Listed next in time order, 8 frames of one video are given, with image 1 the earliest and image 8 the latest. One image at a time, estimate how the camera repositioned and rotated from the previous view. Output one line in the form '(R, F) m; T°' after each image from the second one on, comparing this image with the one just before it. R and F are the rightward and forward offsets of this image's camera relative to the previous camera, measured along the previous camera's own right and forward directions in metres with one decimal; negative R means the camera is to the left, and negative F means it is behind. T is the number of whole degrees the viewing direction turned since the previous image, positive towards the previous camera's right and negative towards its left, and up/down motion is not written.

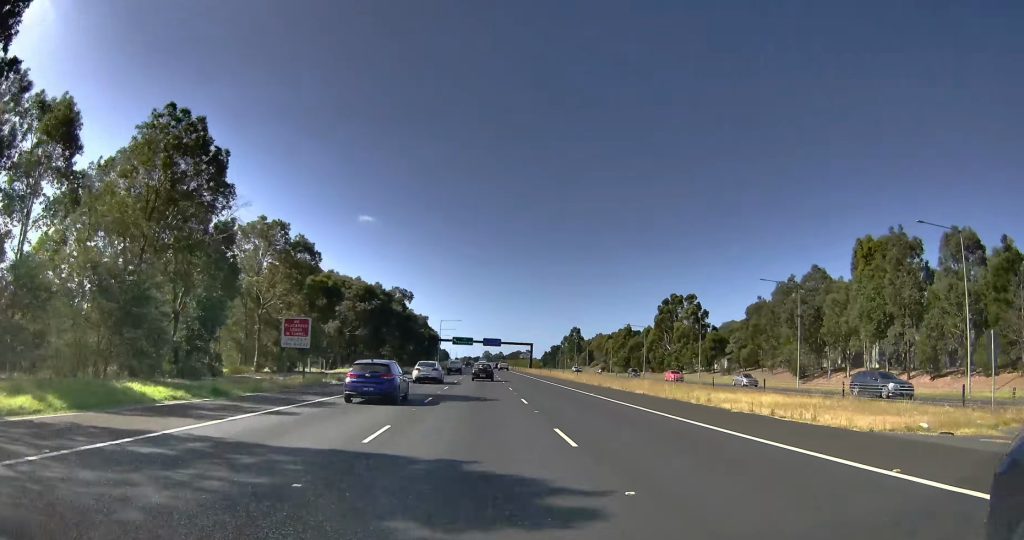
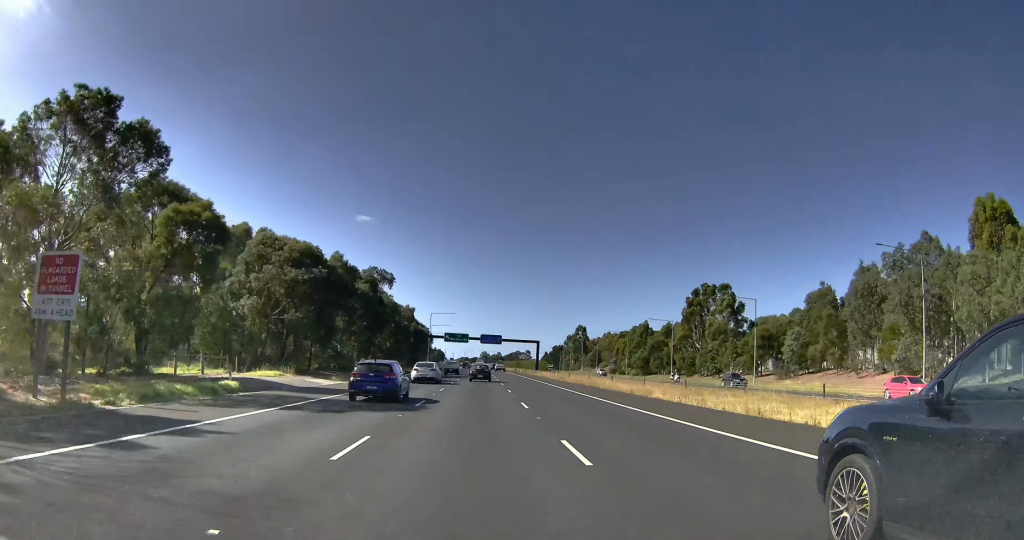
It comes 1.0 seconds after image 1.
(0.0, +24.7) m; 0°
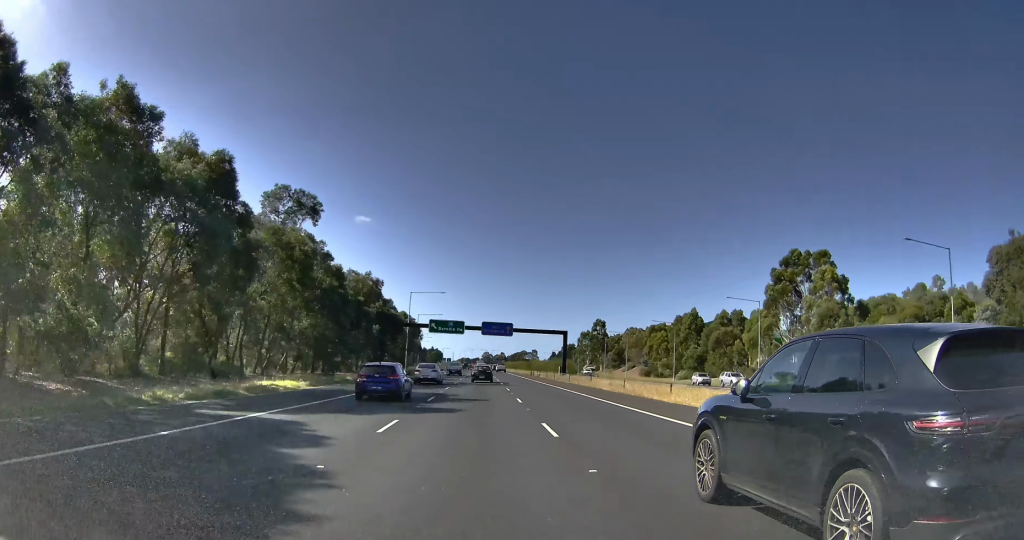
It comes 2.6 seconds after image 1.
(-0.3, +38.2) m; -1°
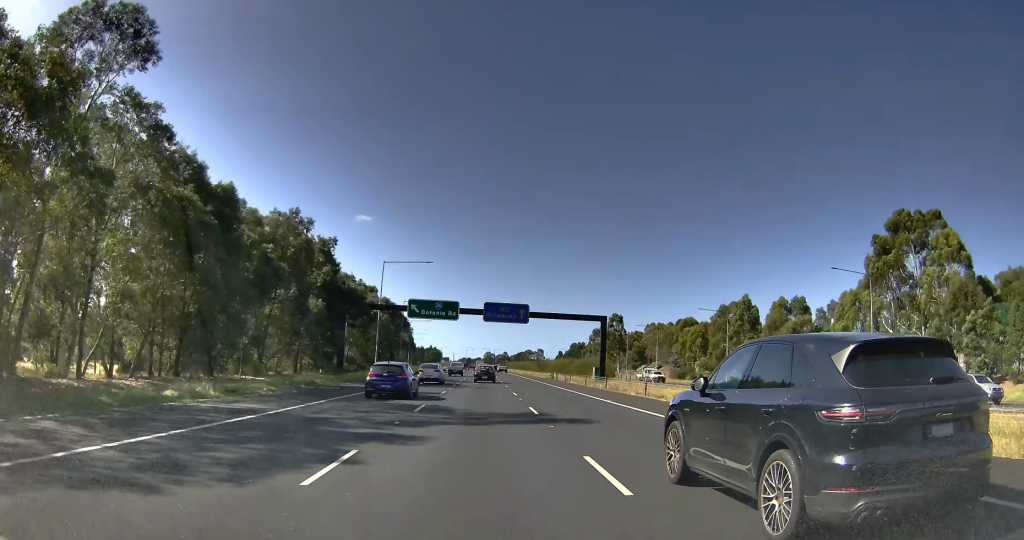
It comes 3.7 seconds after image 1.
(-0.3, +22.9) m; -1°
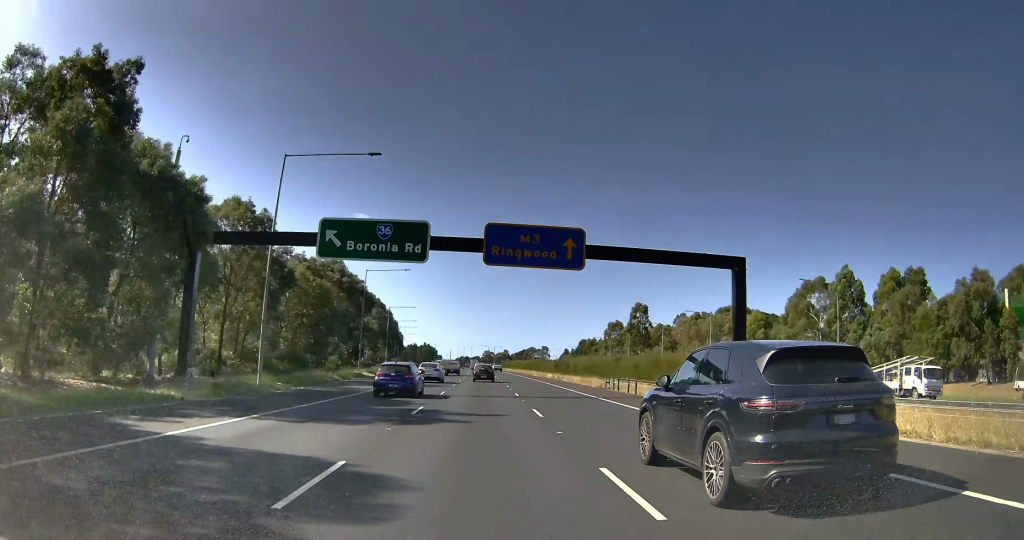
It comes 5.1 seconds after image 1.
(0.0, +28.4) m; 0°
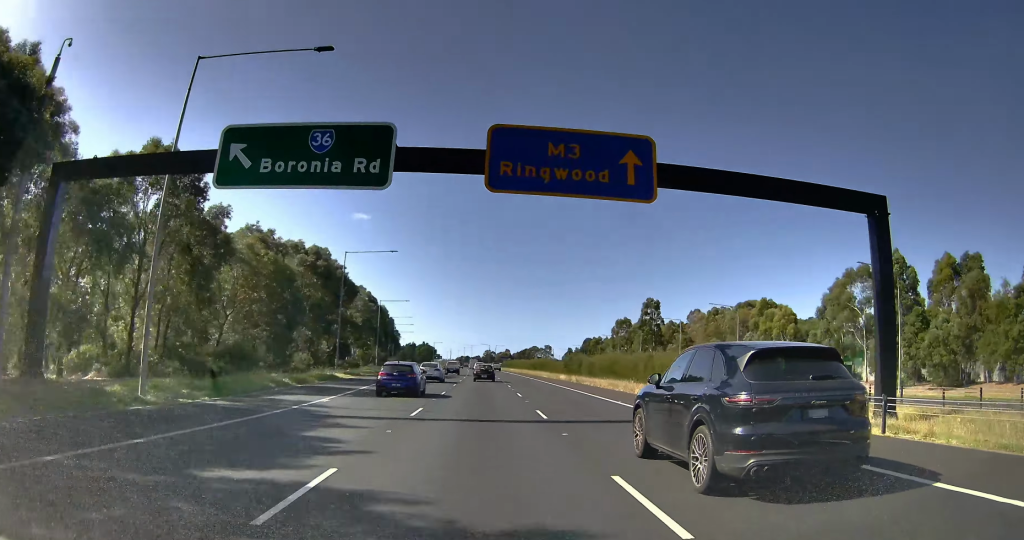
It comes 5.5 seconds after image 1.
(0.0, +10.5) m; 0°
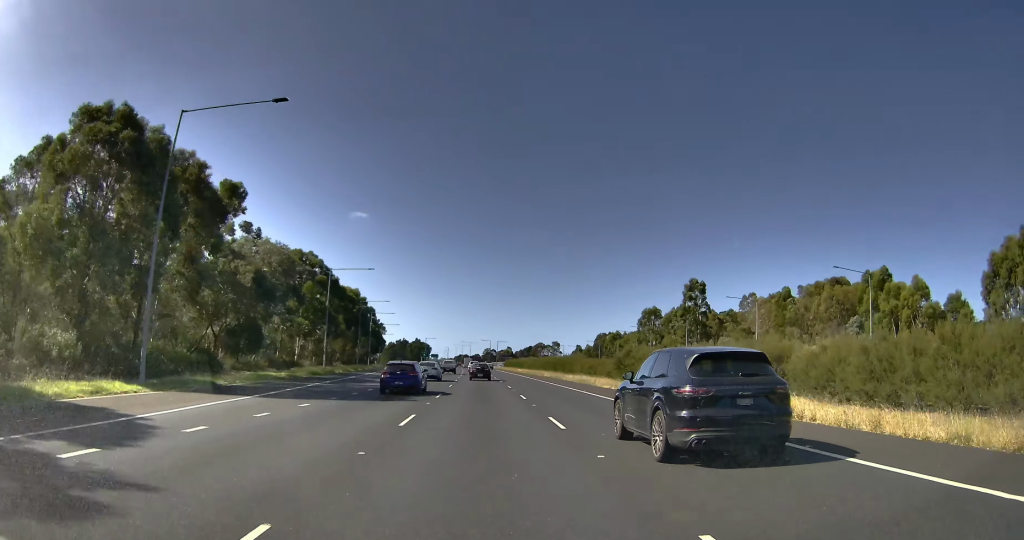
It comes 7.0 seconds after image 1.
(0.0, +34.7) m; +1°
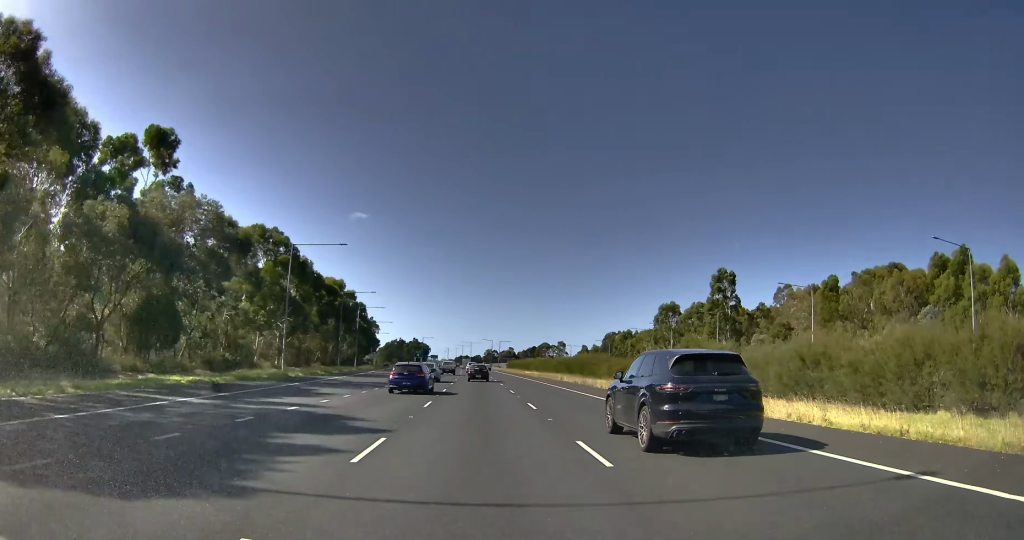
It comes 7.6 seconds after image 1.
(+0.1, +16.8) m; +1°
